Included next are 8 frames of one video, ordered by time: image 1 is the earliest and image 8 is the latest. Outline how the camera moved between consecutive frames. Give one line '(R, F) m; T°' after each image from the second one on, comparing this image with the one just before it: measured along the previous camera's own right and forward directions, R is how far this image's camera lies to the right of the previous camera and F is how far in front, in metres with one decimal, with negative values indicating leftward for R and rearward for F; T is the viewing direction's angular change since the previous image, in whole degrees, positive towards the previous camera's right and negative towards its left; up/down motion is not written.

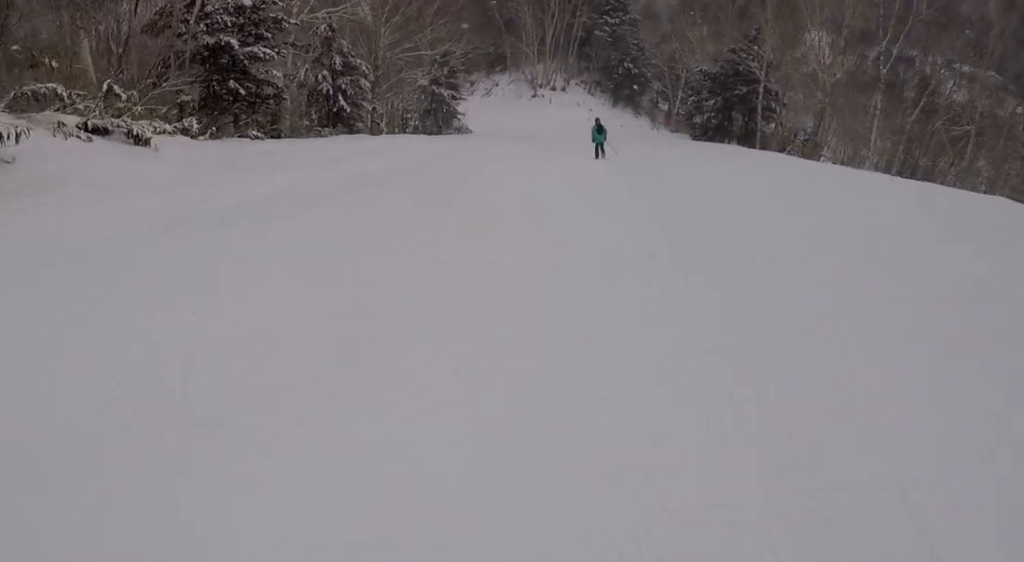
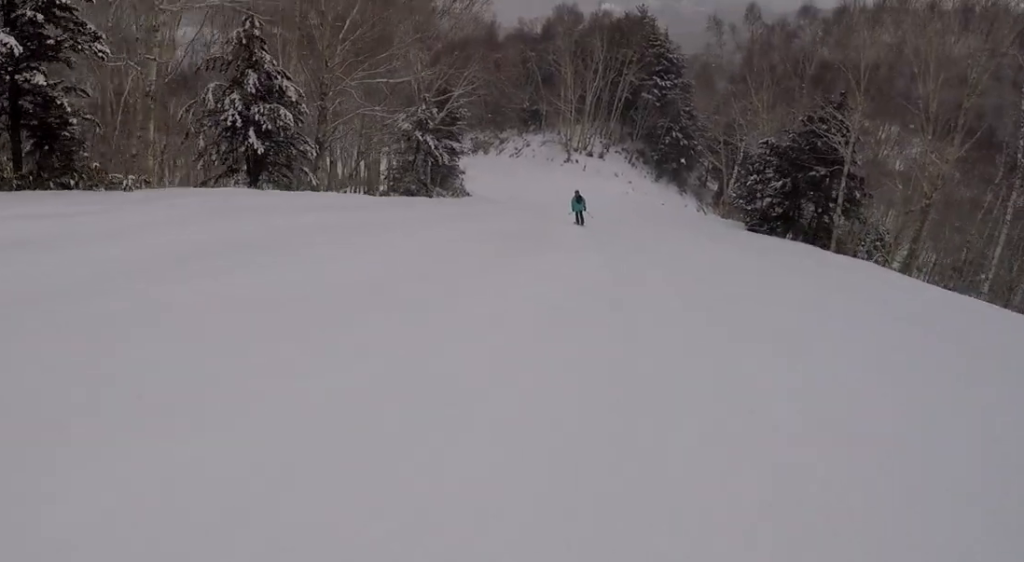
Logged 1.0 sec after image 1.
(-1.2, +11.7) m; -5°
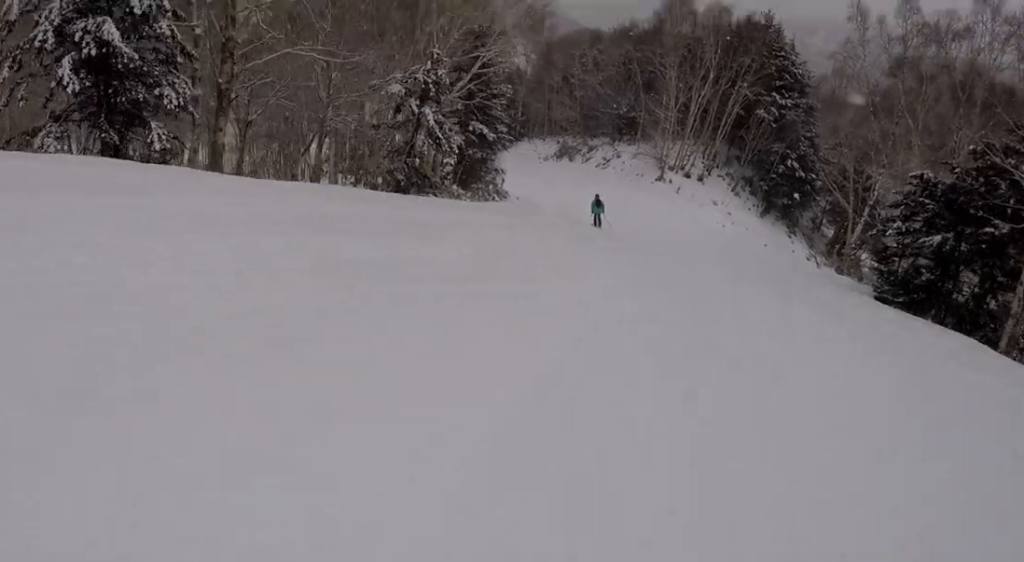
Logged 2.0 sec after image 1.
(+0.2, +11.7) m; -6°
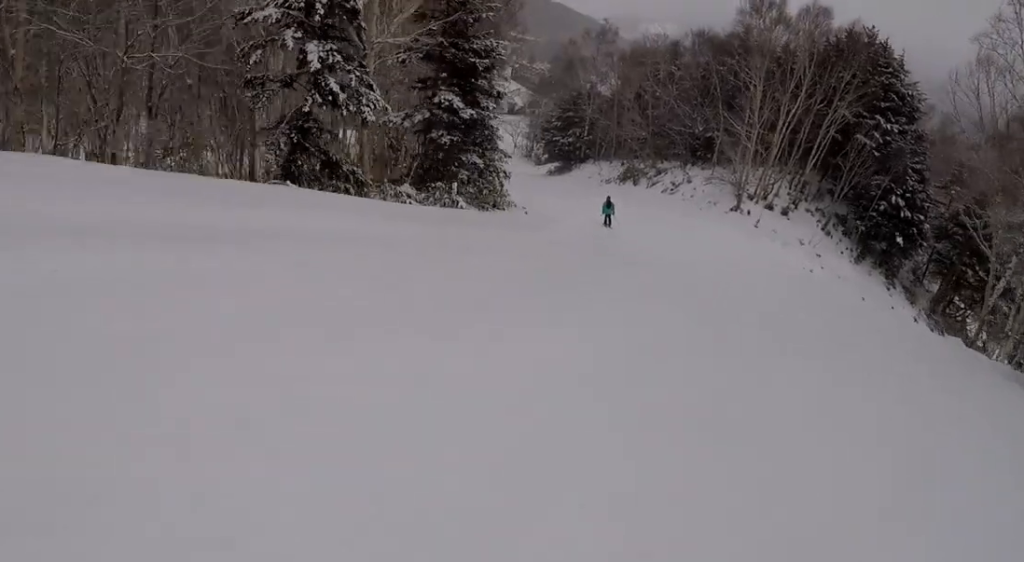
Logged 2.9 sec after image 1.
(-1.0, +10.4) m; -9°
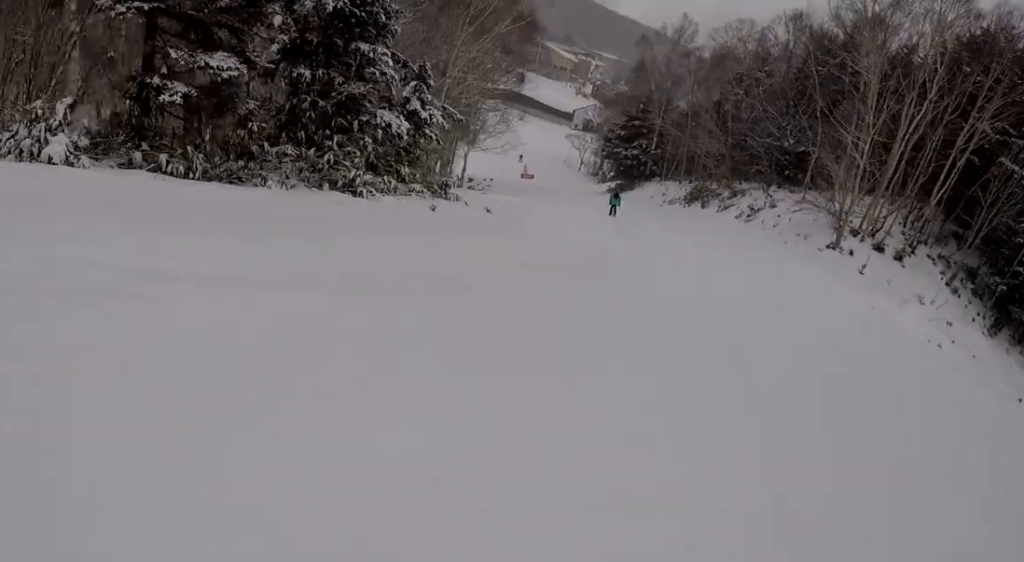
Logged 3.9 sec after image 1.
(-1.3, +13.2) m; -8°
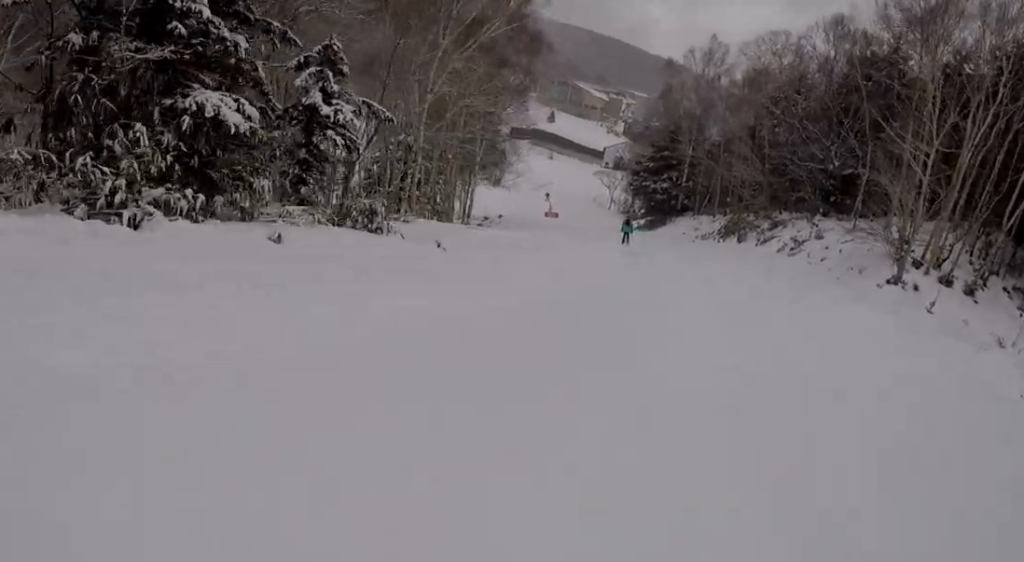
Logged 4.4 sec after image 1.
(+0.2, +5.5) m; -2°
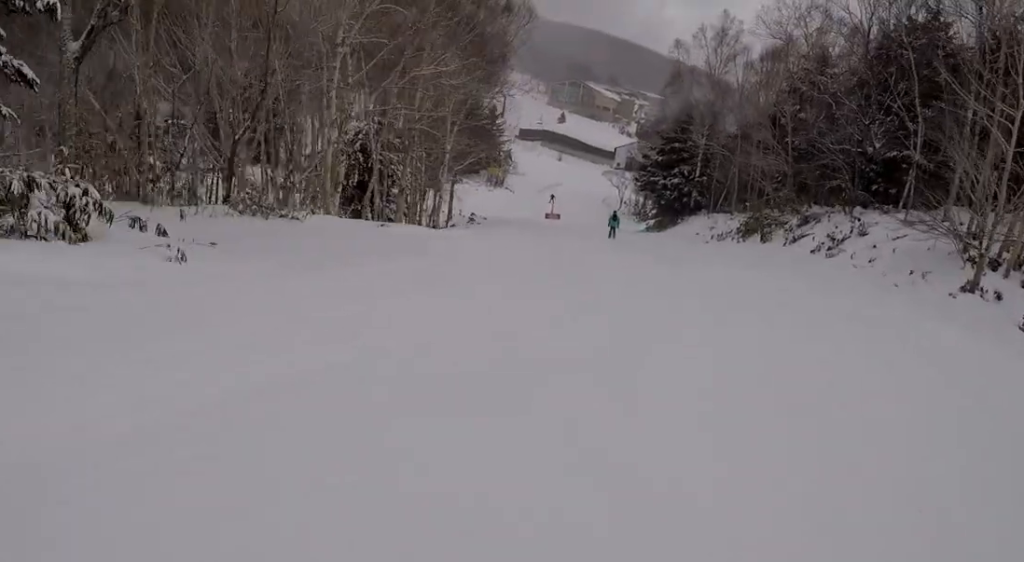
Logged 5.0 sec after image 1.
(-0.5, +7.6) m; -3°
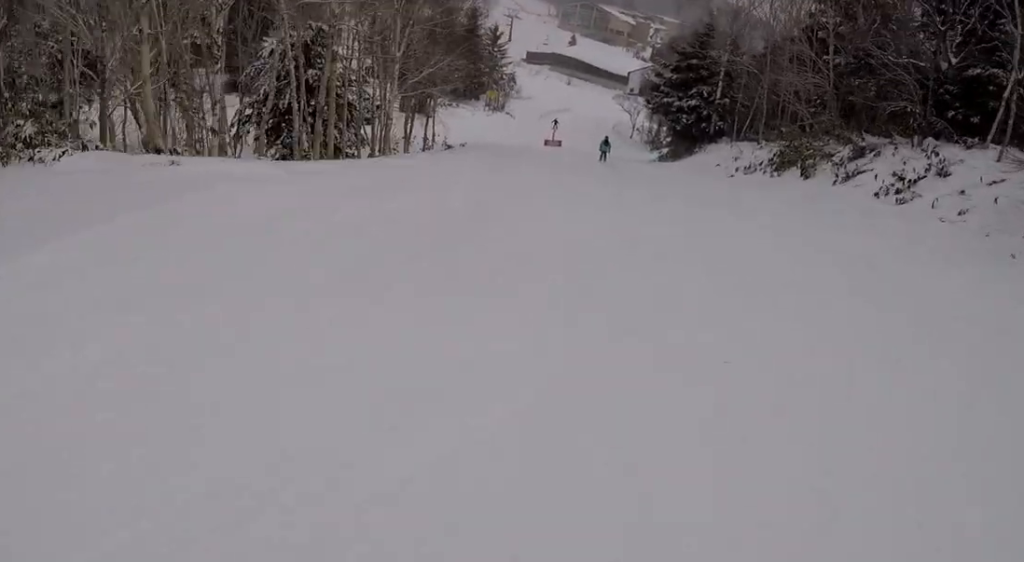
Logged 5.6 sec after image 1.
(-0.2, +7.9) m; -3°
